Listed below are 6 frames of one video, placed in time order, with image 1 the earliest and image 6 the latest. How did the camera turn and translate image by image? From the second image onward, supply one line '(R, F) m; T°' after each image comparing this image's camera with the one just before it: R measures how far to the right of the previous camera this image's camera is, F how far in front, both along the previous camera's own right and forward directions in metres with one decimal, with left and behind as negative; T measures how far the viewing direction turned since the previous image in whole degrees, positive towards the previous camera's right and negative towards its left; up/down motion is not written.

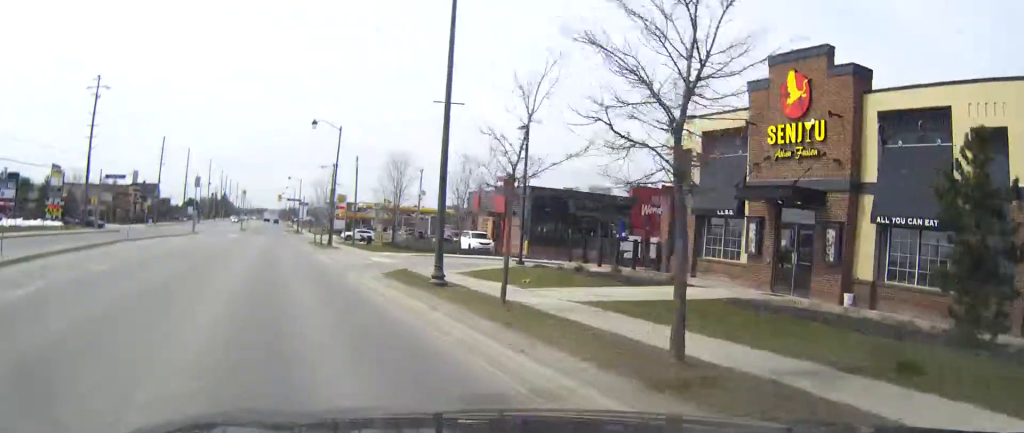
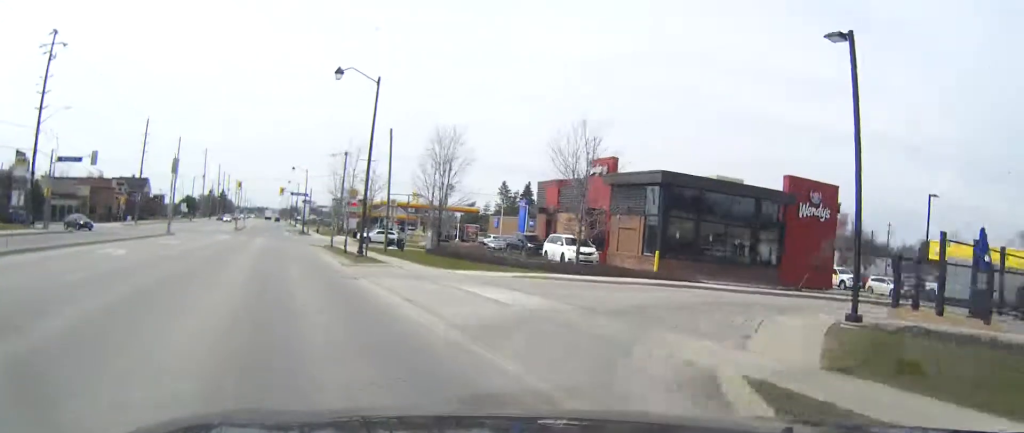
(+0.1, +18.7) m; 0°
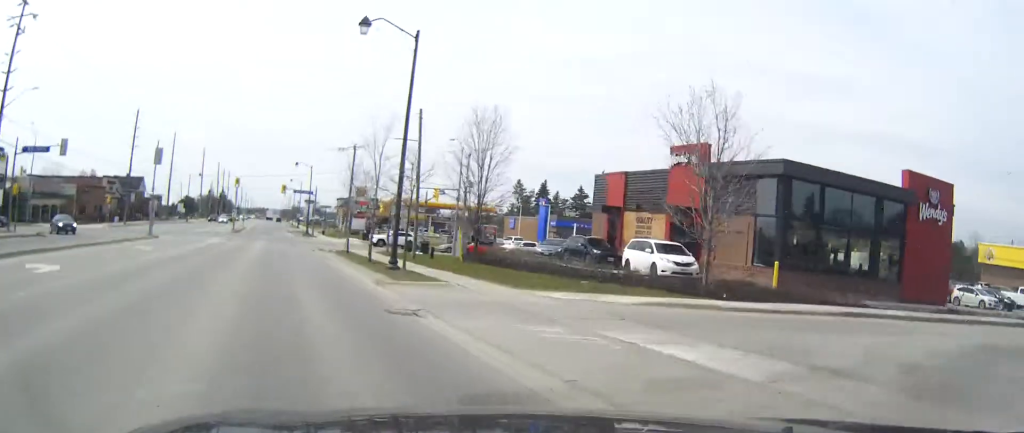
(0.0, +9.5) m; 0°
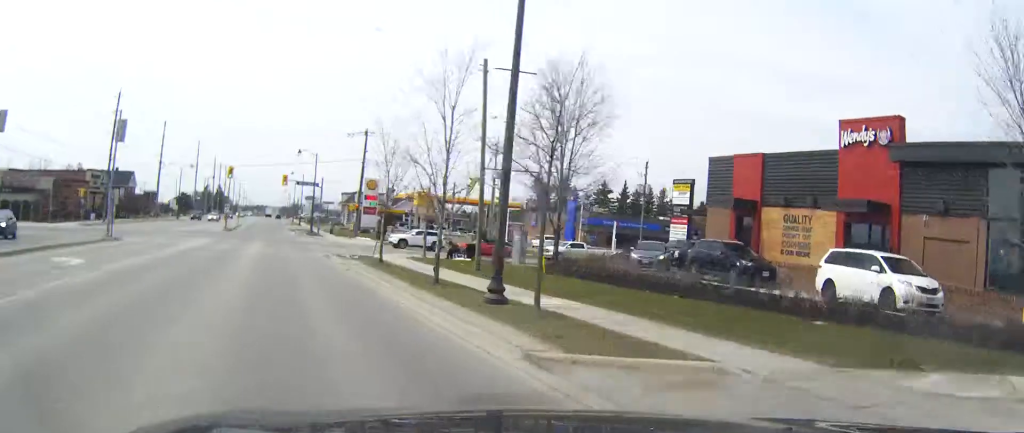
(0.0, +12.5) m; 0°
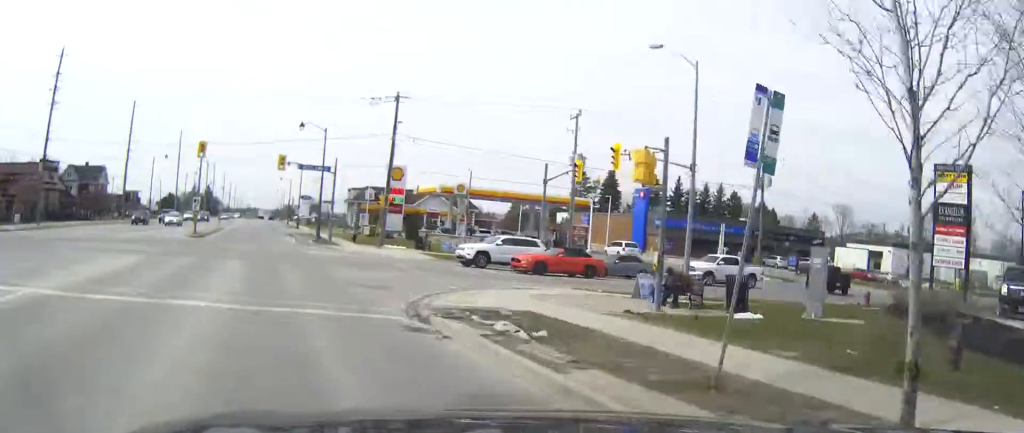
(+0.1, +24.3) m; +1°
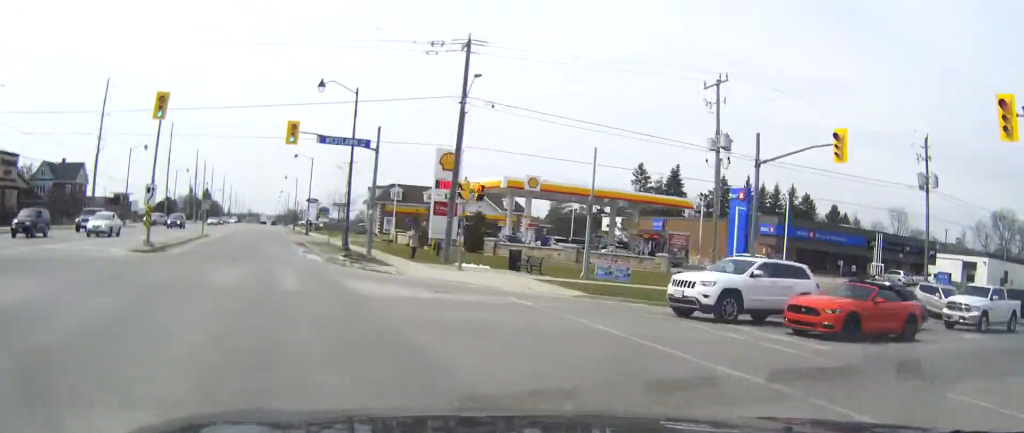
(+0.1, +19.9) m; 0°
